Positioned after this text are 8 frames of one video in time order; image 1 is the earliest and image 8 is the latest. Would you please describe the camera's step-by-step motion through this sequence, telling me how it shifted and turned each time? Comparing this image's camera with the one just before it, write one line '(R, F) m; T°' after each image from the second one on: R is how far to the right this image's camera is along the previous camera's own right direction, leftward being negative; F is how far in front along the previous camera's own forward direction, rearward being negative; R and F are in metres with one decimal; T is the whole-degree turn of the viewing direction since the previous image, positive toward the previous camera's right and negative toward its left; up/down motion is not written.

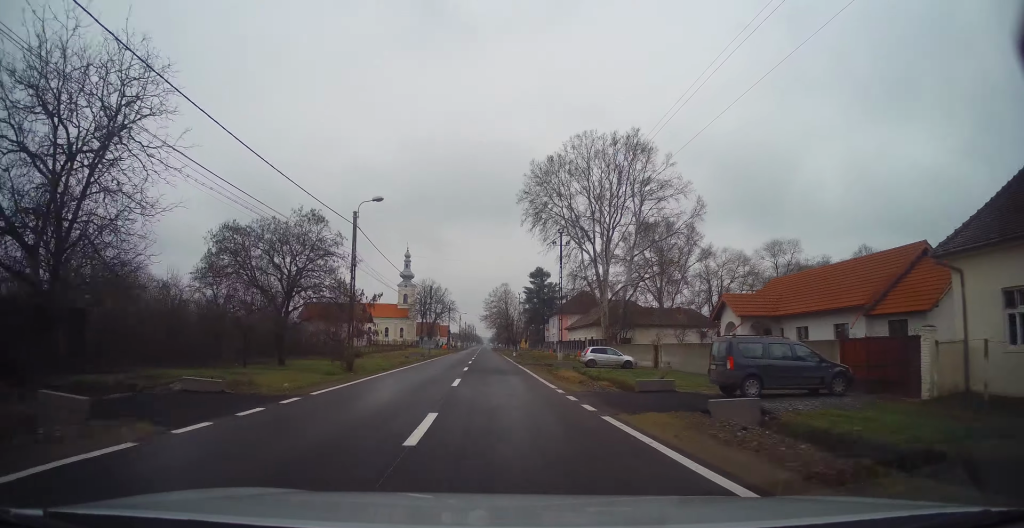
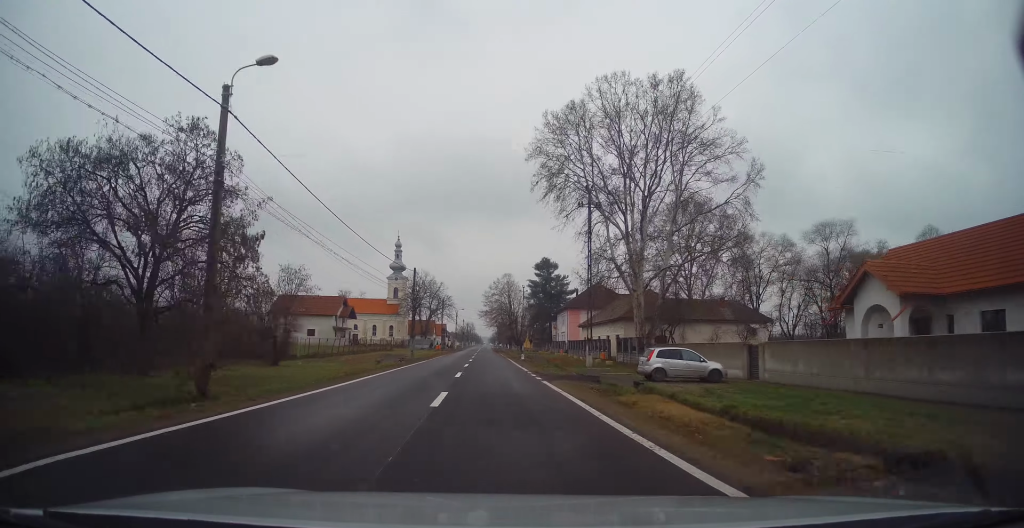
(-0.3, +14.7) m; 0°
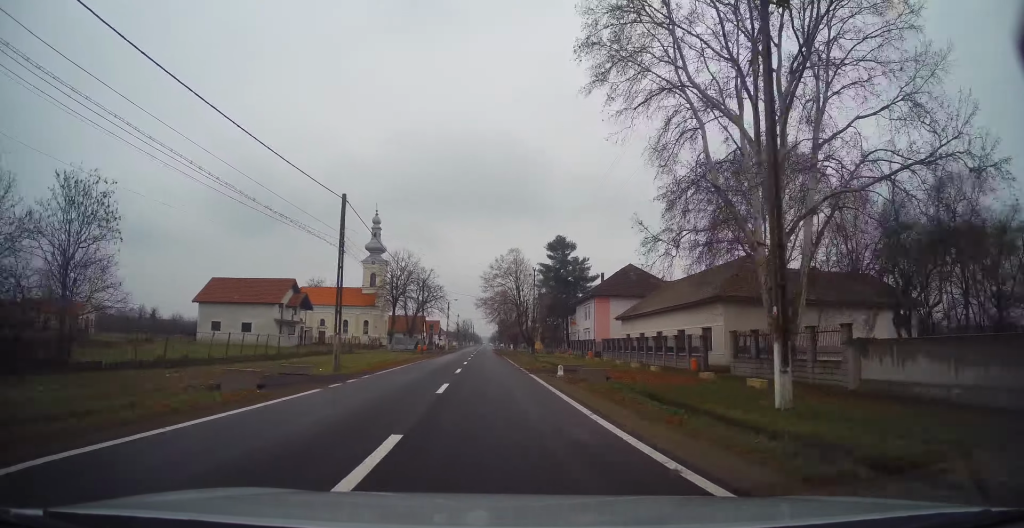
(+0.1, +24.2) m; -1°
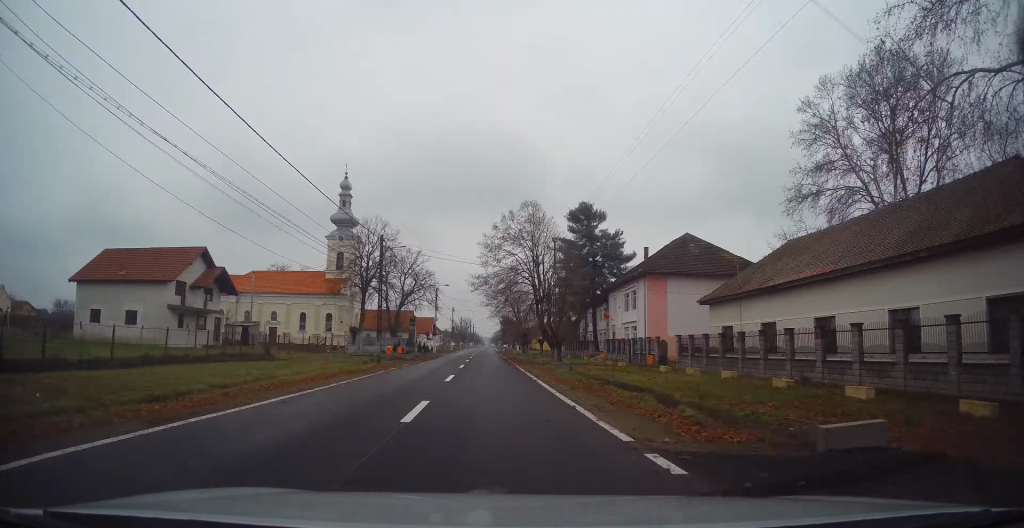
(-0.1, +23.1) m; +1°
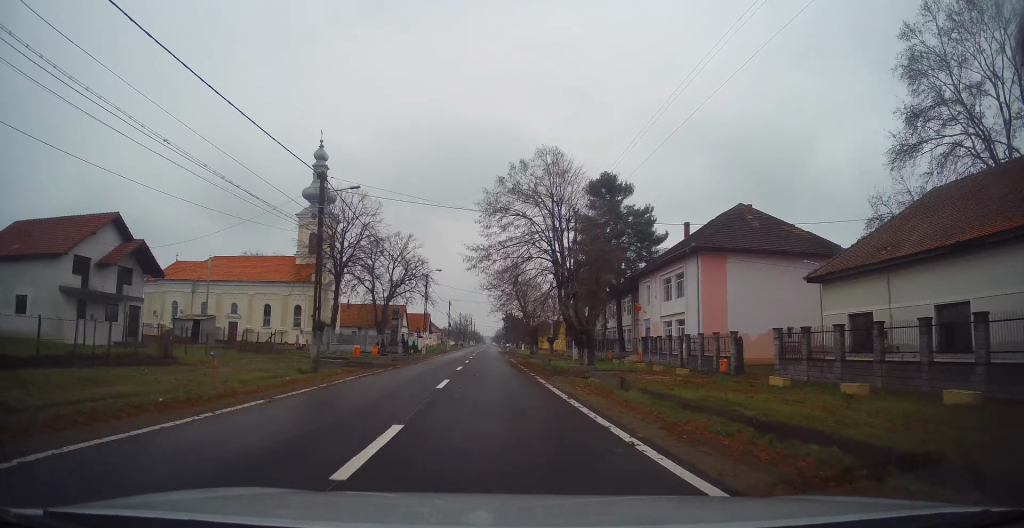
(+0.3, +12.4) m; 0°
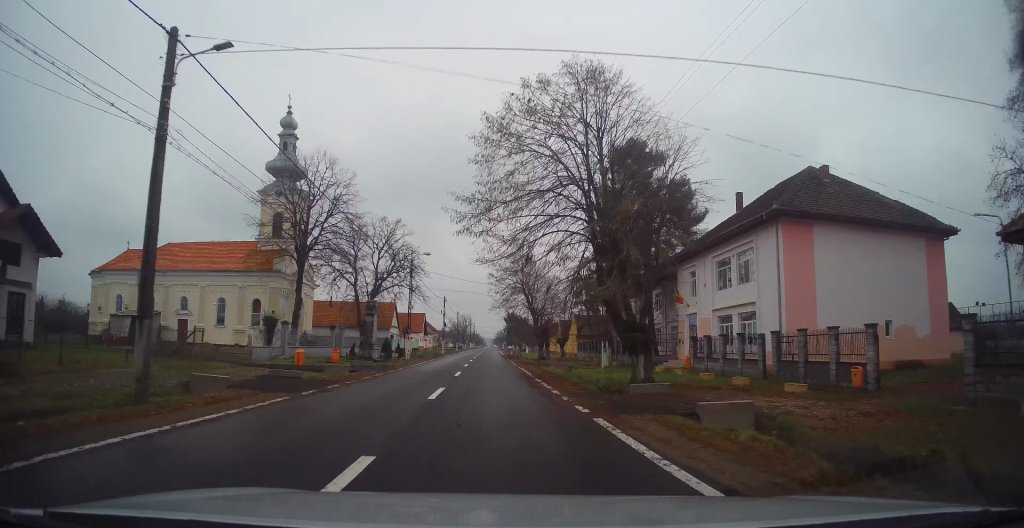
(-0.1, +11.4) m; -1°
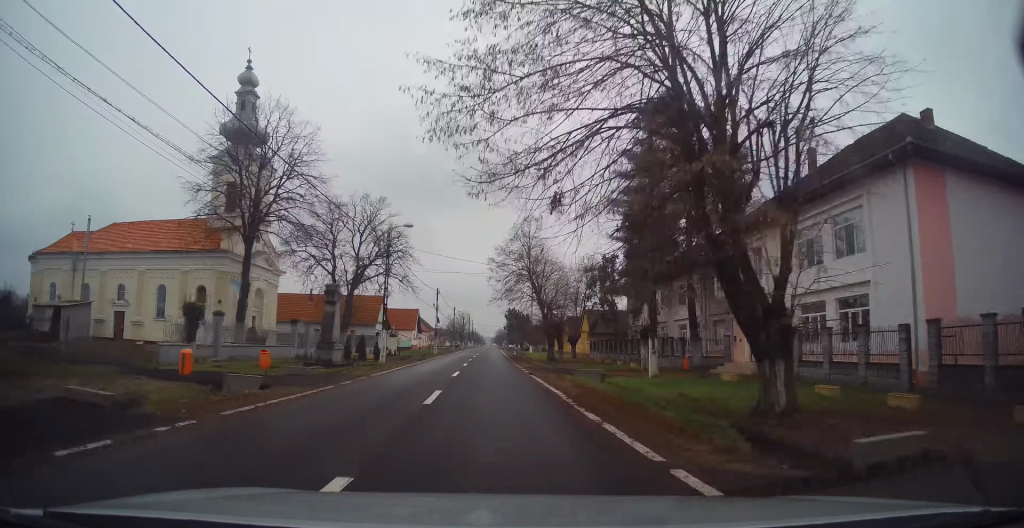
(-0.1, +10.0) m; 0°
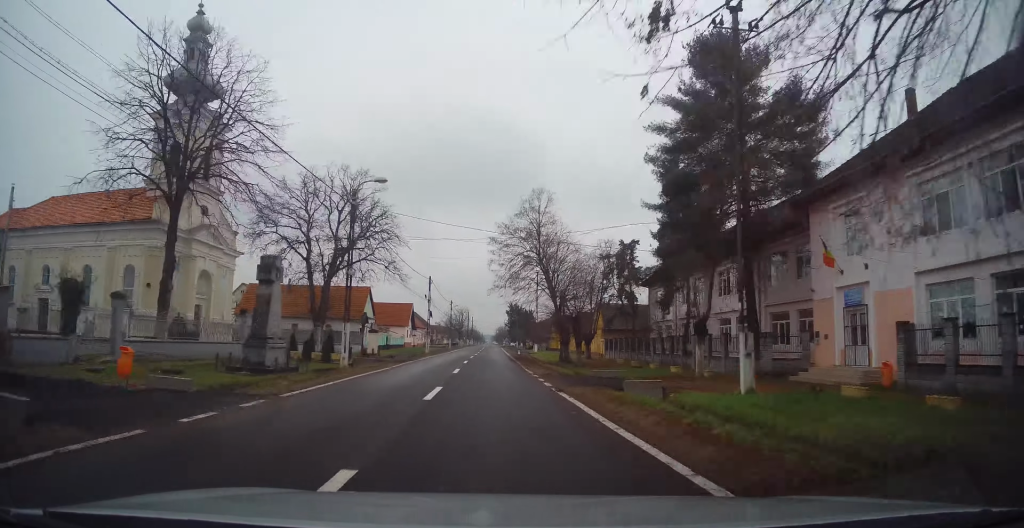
(0.0, +8.9) m; +1°
